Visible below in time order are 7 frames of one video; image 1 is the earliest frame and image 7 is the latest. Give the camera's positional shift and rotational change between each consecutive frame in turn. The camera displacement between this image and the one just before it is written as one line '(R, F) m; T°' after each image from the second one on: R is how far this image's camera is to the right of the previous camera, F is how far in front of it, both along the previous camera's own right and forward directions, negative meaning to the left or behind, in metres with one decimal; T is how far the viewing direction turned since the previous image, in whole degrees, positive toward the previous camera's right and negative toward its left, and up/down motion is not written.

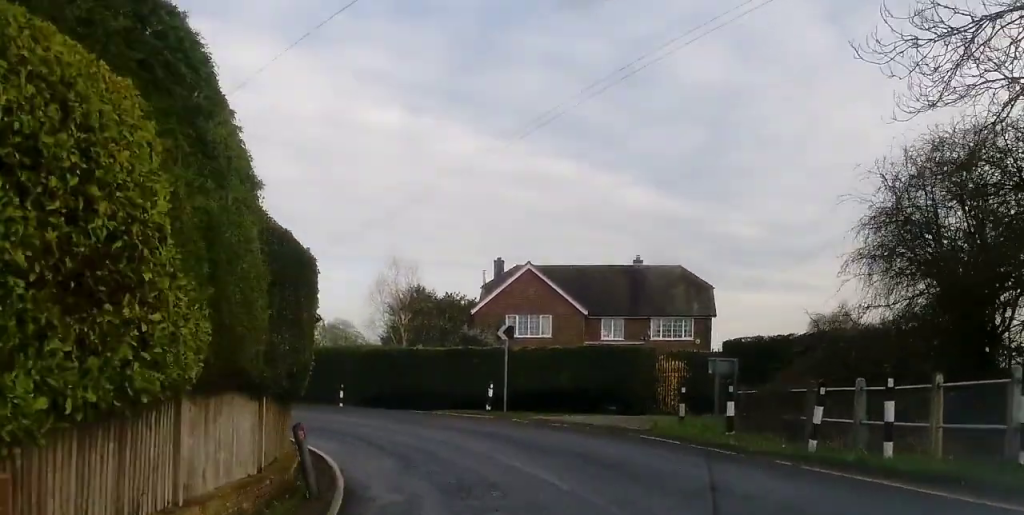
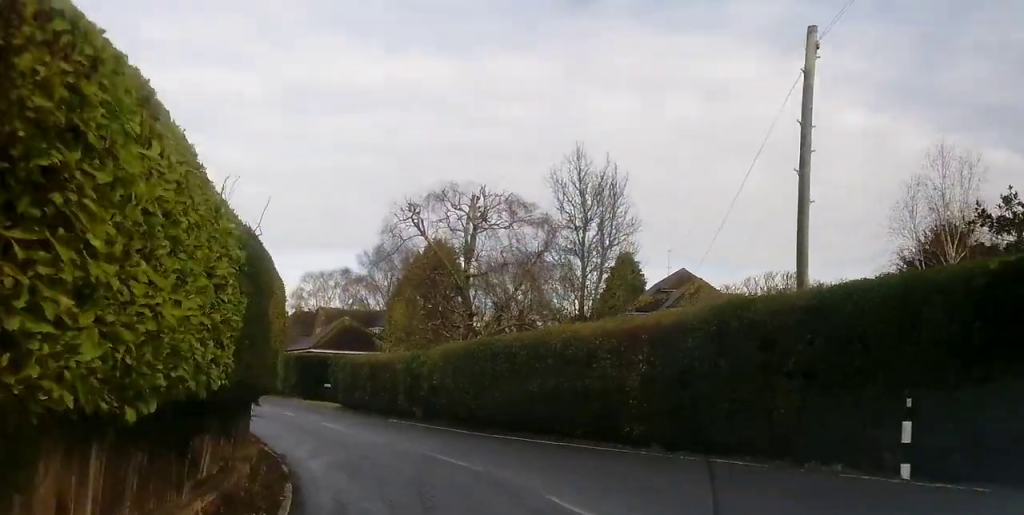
(-4.3, +20.7) m; -30°
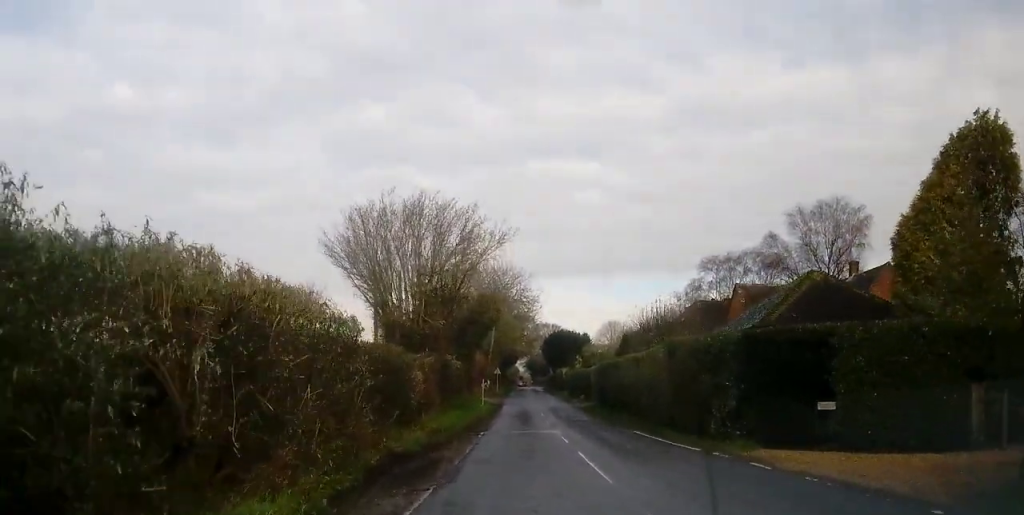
(-6.8, +24.0) m; -27°
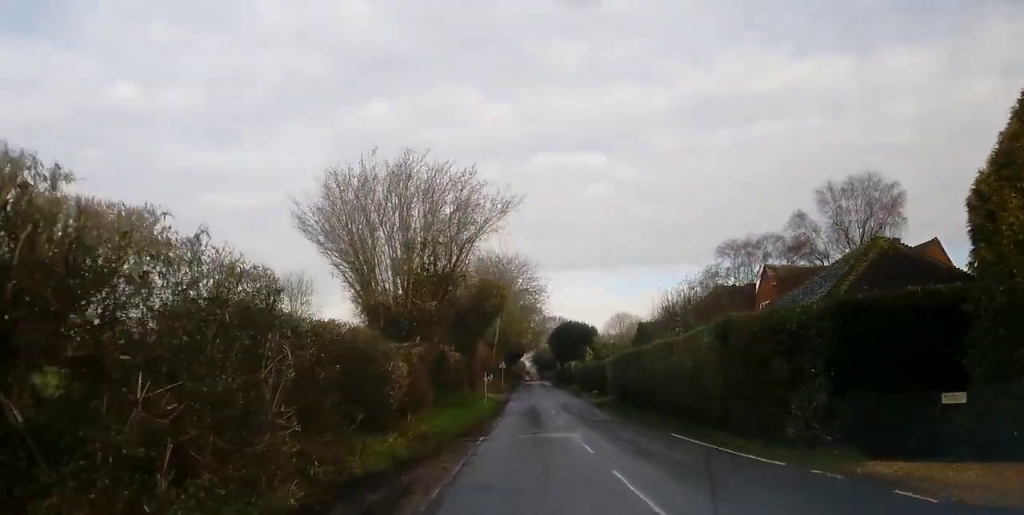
(-0.3, +5.0) m; 0°
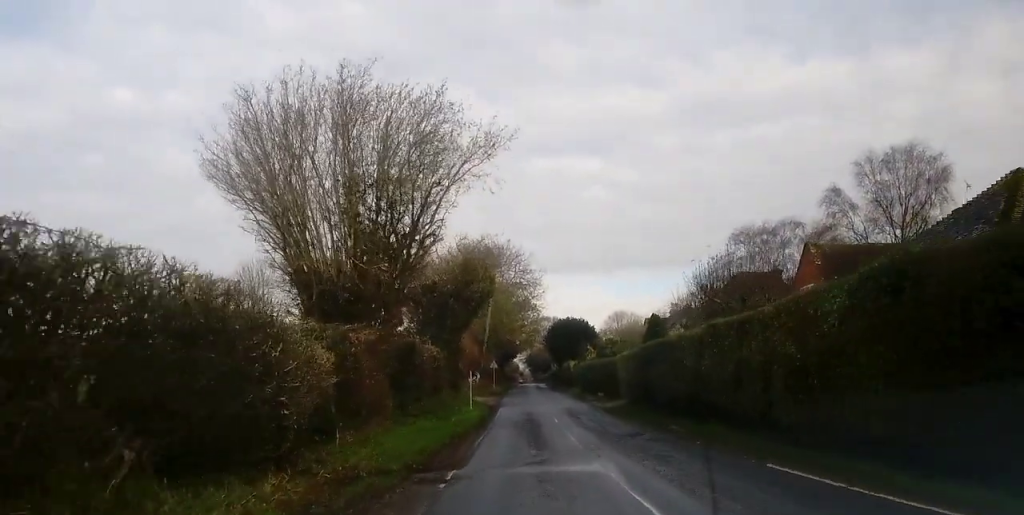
(0.0, +7.3) m; -1°
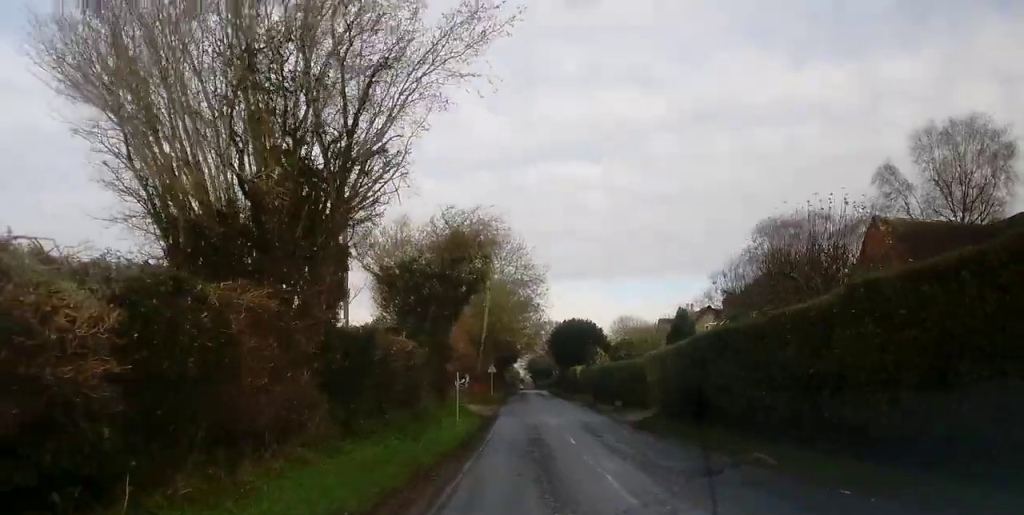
(+0.4, +7.1) m; -1°
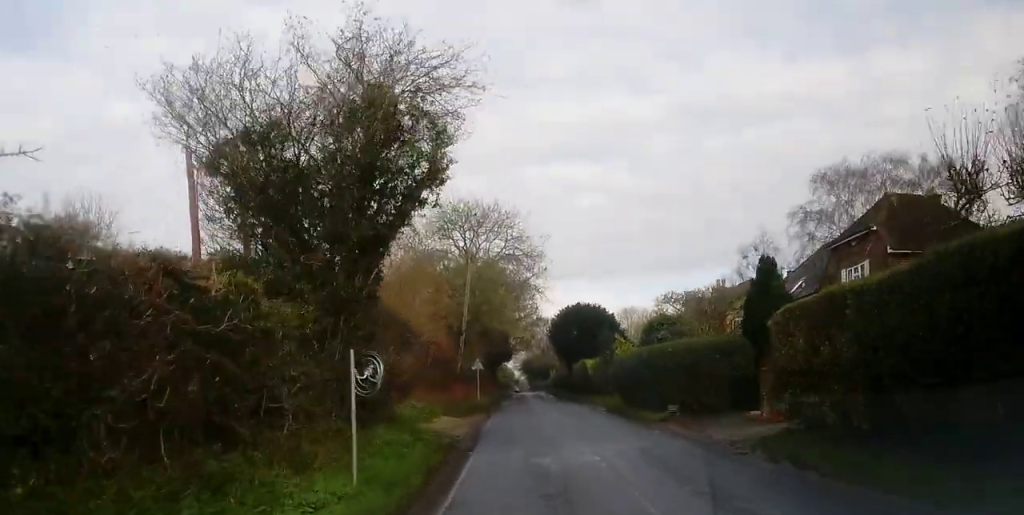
(-0.8, +14.1) m; -1°
